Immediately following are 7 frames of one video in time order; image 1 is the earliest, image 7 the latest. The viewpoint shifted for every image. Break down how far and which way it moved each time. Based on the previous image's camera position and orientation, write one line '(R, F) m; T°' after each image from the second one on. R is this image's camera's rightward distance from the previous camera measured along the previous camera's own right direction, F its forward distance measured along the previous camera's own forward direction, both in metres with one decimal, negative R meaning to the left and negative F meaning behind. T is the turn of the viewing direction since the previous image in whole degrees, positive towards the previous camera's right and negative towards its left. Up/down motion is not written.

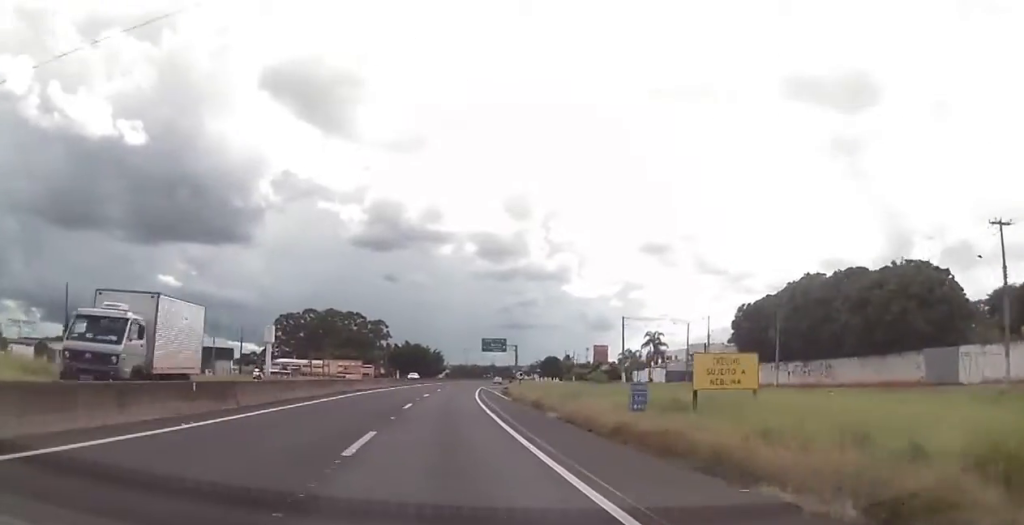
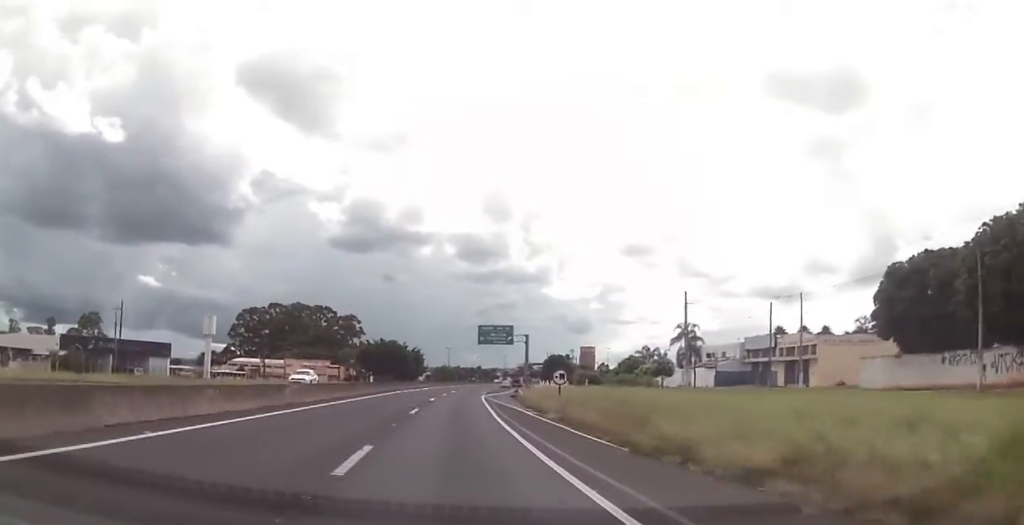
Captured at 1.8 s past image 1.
(+0.7, +33.6) m; +3°
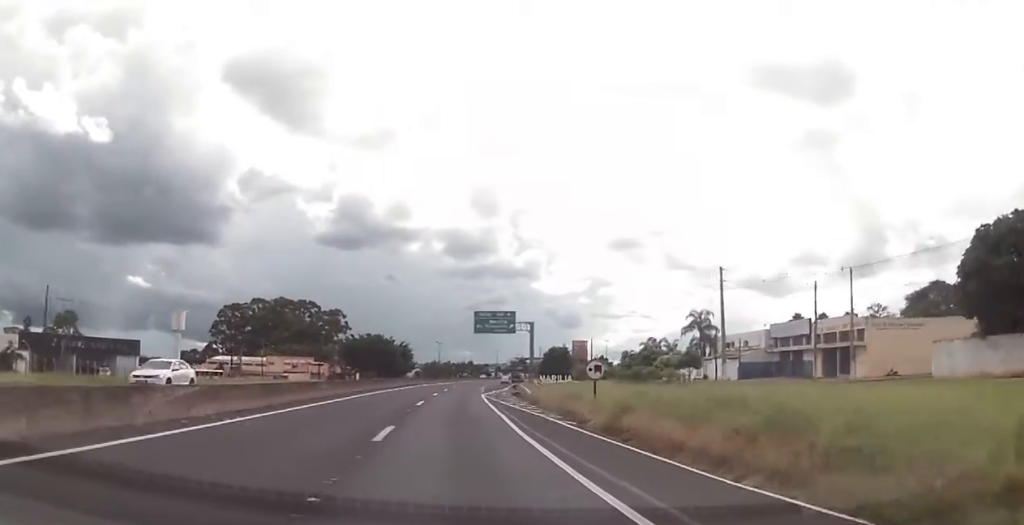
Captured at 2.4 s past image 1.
(+0.2, +11.9) m; +1°
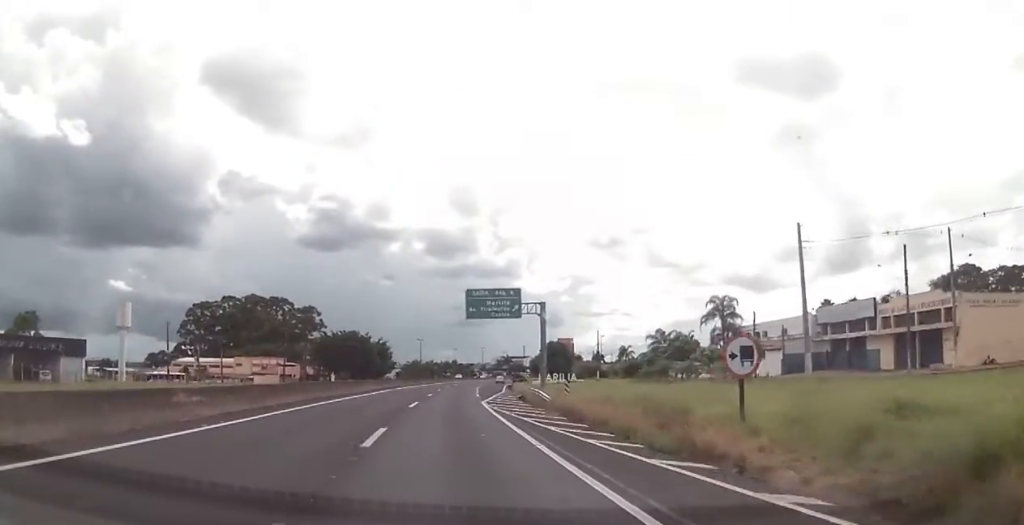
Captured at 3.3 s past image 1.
(0.0, +16.9) m; 0°
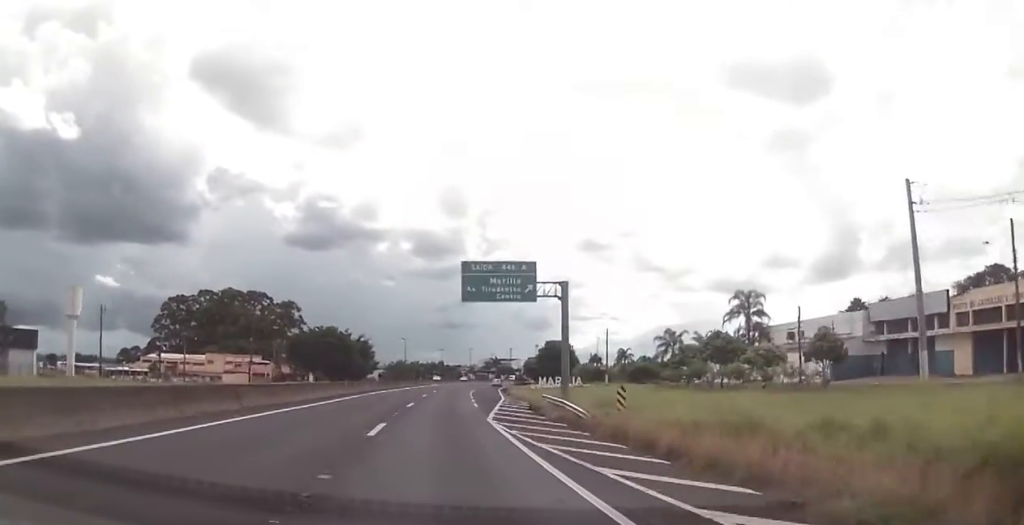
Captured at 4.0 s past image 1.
(0.0, +13.1) m; 0°
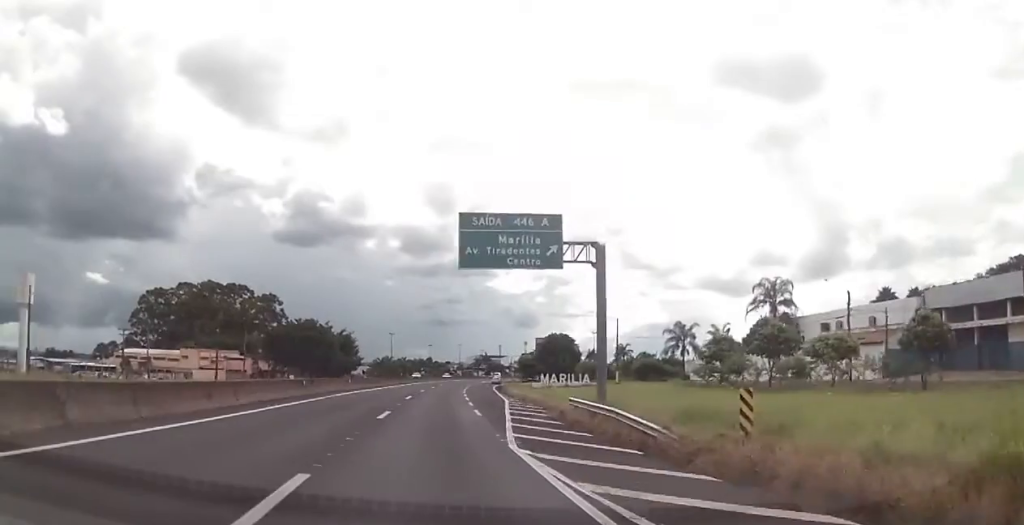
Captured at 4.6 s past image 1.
(0.0, +10.6) m; 0°
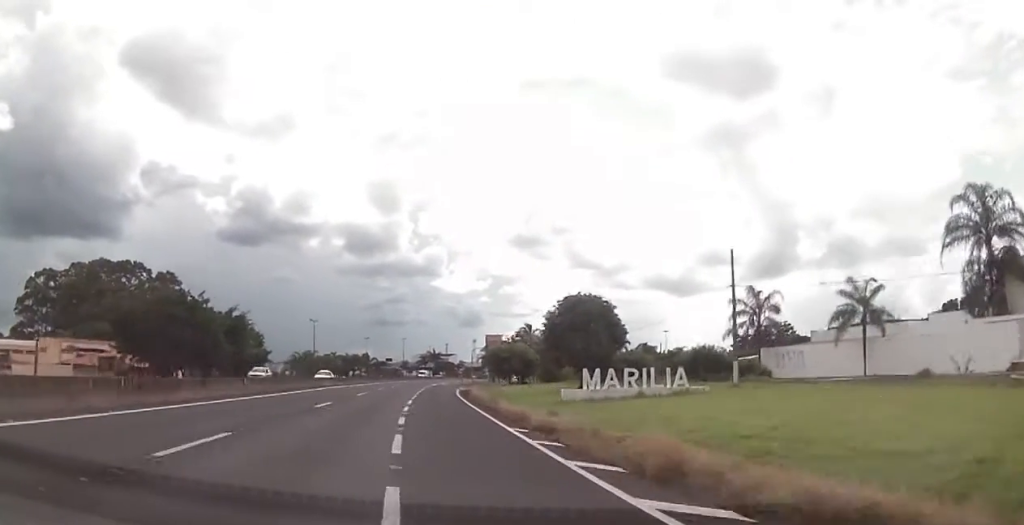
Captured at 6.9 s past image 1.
(+2.8, +42.8) m; +6°
